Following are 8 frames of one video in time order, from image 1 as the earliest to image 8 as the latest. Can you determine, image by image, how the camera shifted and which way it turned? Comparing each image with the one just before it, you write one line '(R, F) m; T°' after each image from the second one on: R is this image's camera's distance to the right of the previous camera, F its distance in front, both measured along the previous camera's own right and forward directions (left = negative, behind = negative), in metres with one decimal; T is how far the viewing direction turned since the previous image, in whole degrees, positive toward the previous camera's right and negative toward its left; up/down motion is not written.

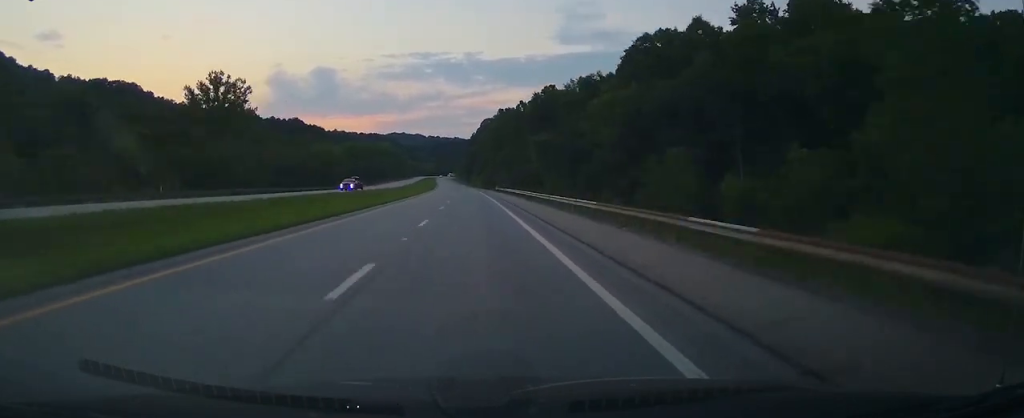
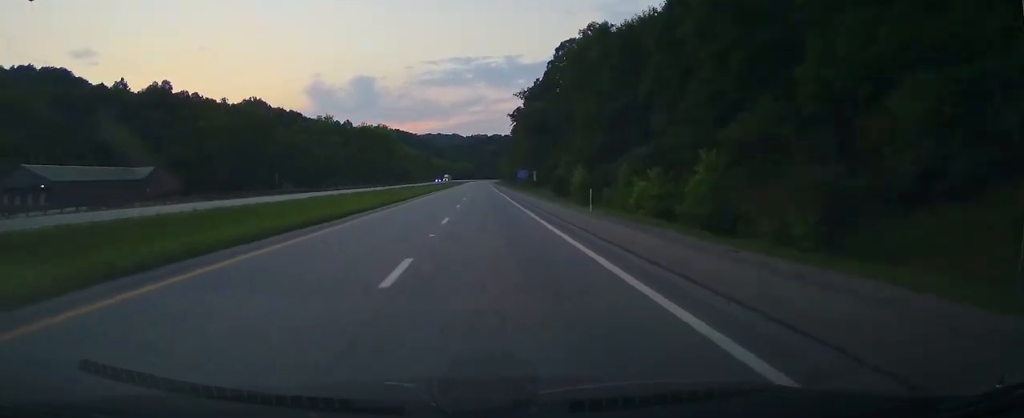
(-7.6, +194.8) m; -3°
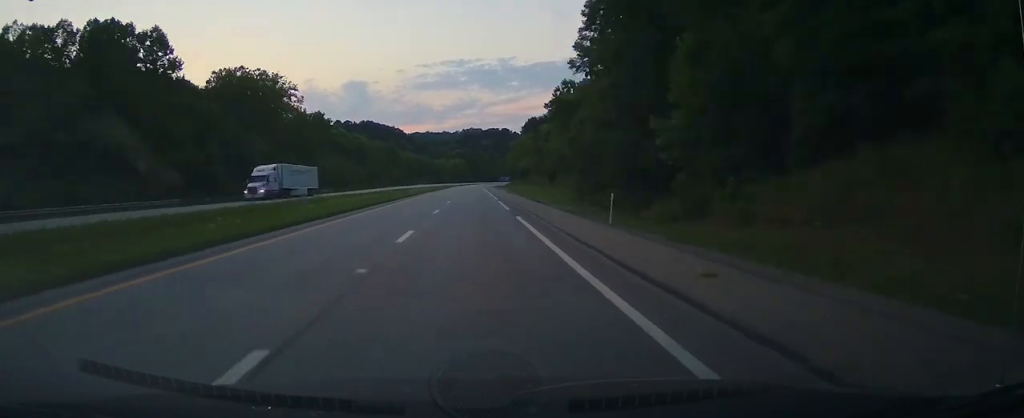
(-0.5, +152.2) m; 0°
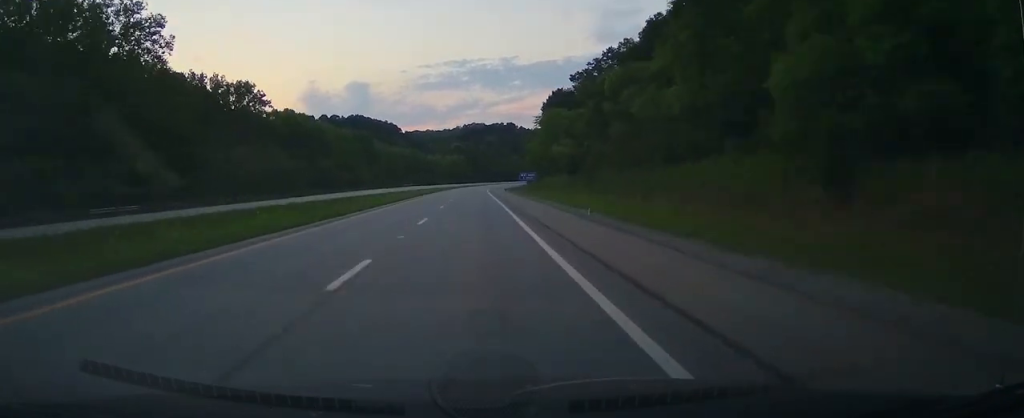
(0.0, +68.2) m; +1°
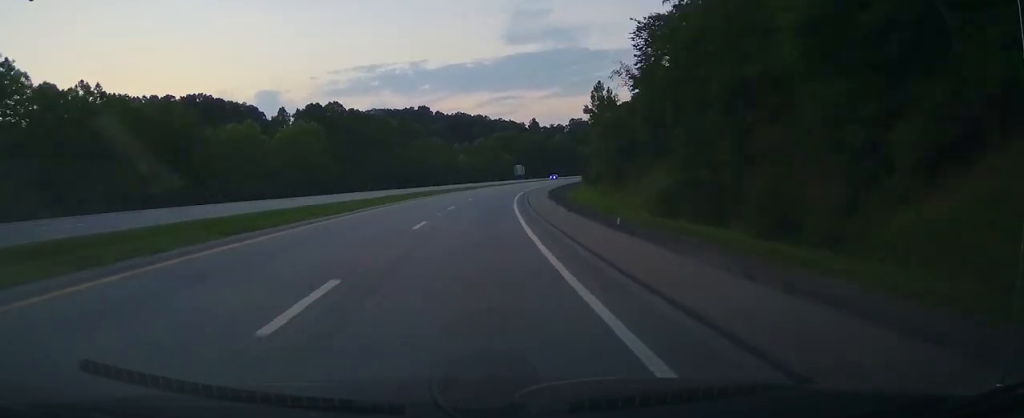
(+12.4, +190.5) m; +12°
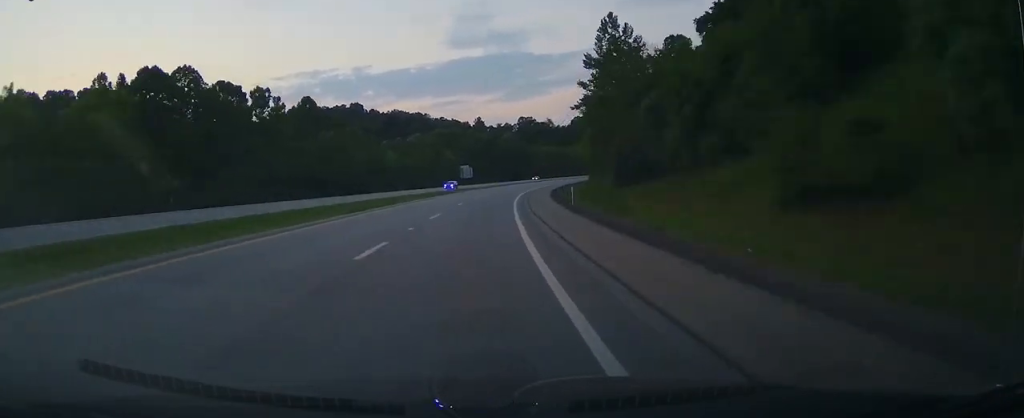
(-1.9, +57.5) m; +6°
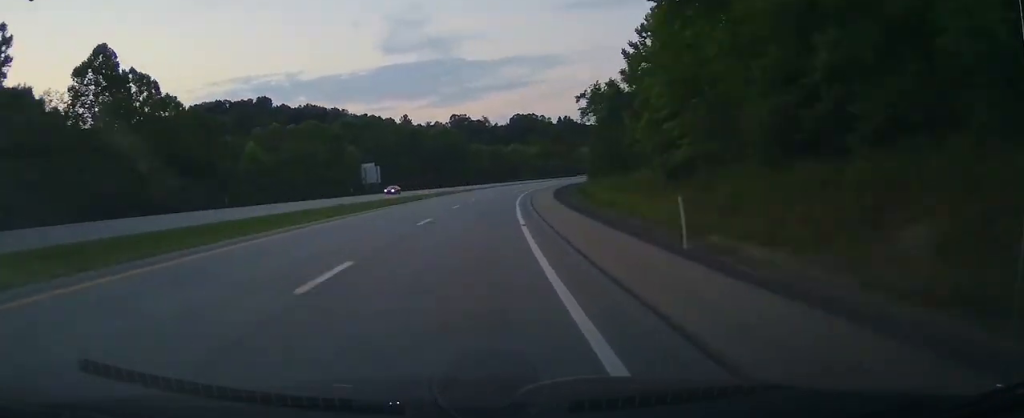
(+8.7, +66.1) m; +8°
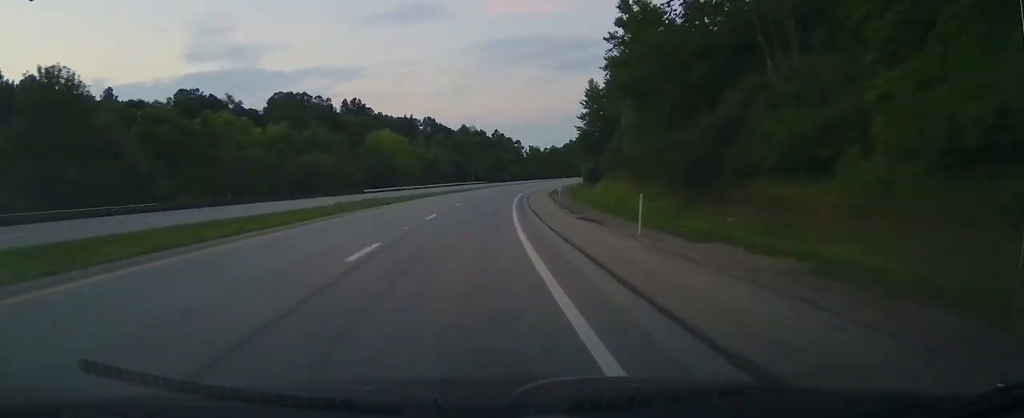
(+31.9, +180.2) m; +21°
